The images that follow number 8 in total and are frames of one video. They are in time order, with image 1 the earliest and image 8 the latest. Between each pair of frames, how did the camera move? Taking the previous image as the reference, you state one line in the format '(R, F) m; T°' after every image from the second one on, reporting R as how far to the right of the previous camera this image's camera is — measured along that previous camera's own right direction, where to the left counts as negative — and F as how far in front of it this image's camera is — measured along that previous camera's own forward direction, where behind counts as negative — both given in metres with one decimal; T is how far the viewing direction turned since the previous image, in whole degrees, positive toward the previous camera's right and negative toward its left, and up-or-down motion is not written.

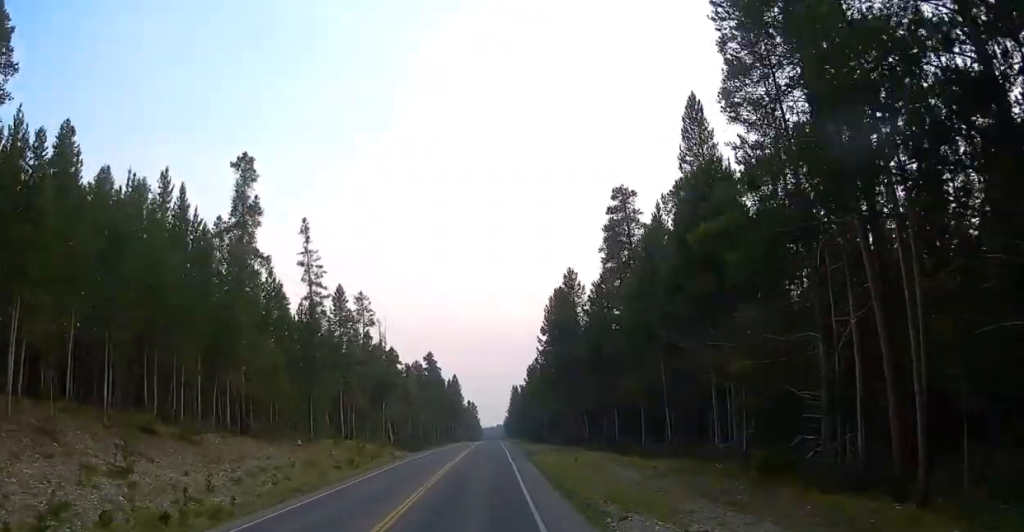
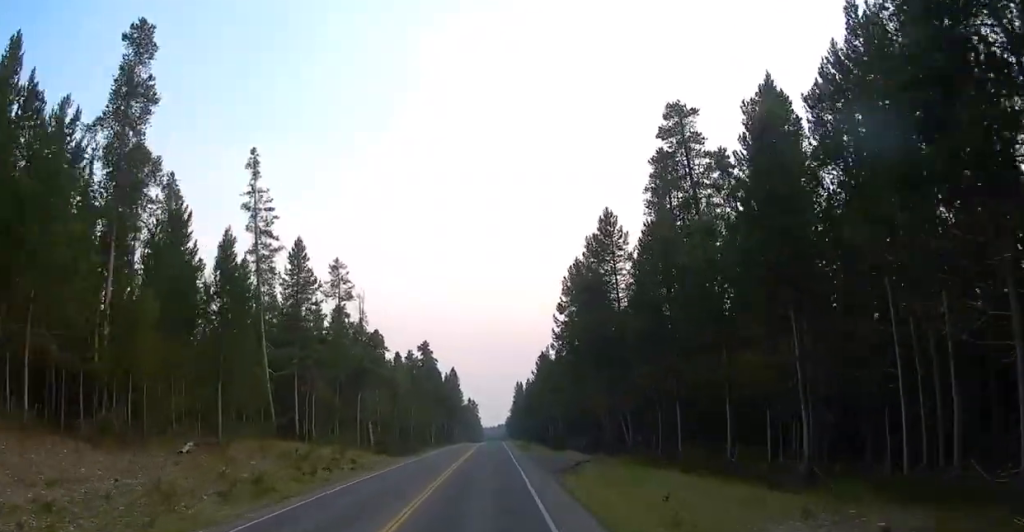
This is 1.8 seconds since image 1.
(-0.5, +19.4) m; -1°
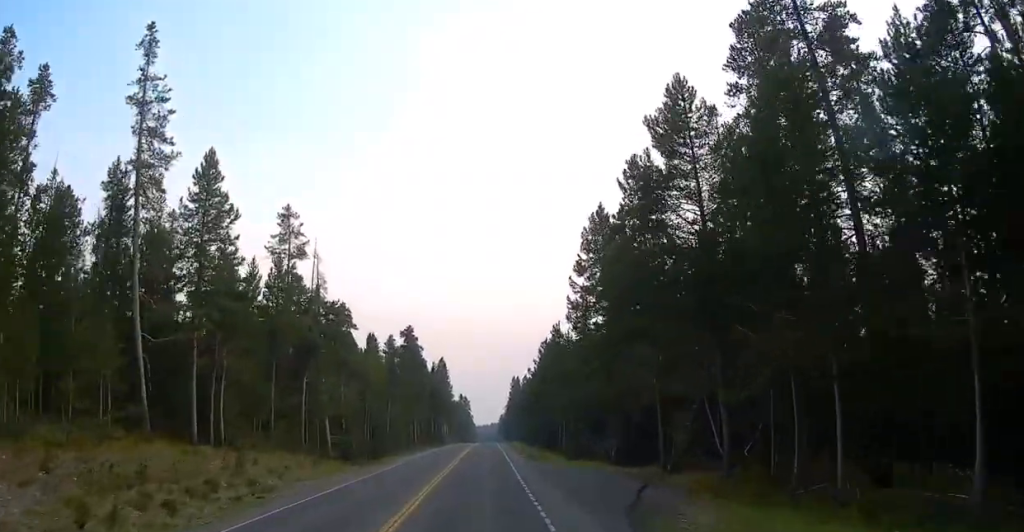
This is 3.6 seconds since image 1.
(+0.3, +19.1) m; 0°
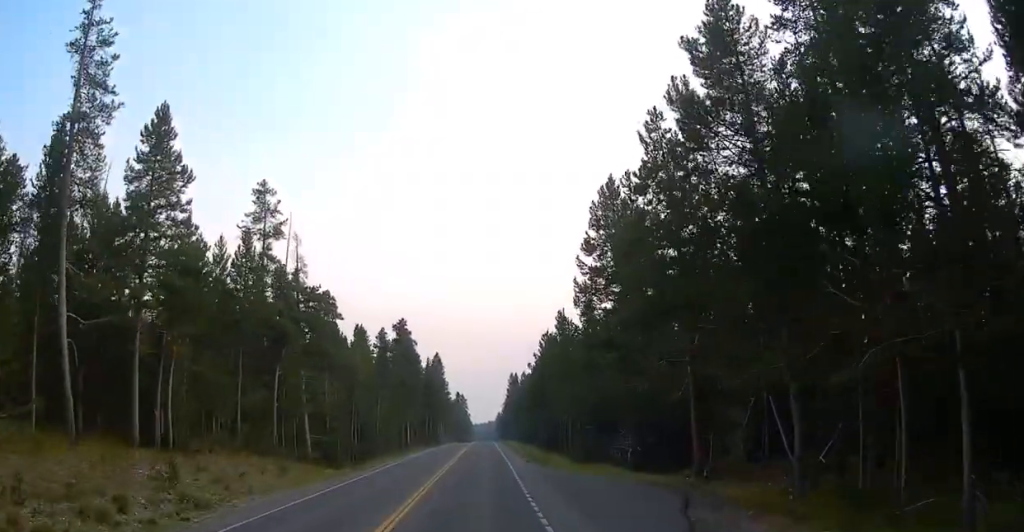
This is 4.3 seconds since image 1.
(-0.3, +6.6) m; 0°
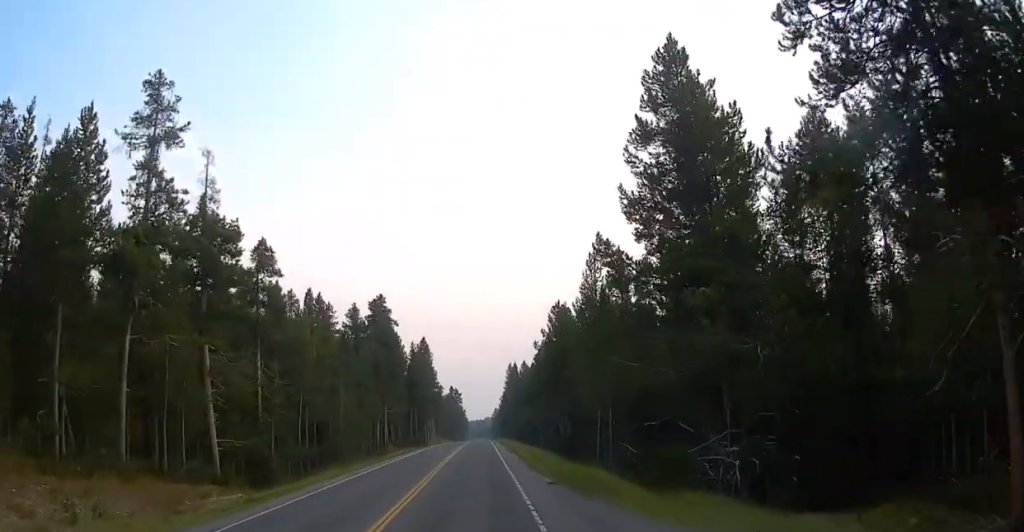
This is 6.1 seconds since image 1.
(+0.7, +21.1) m; +3°
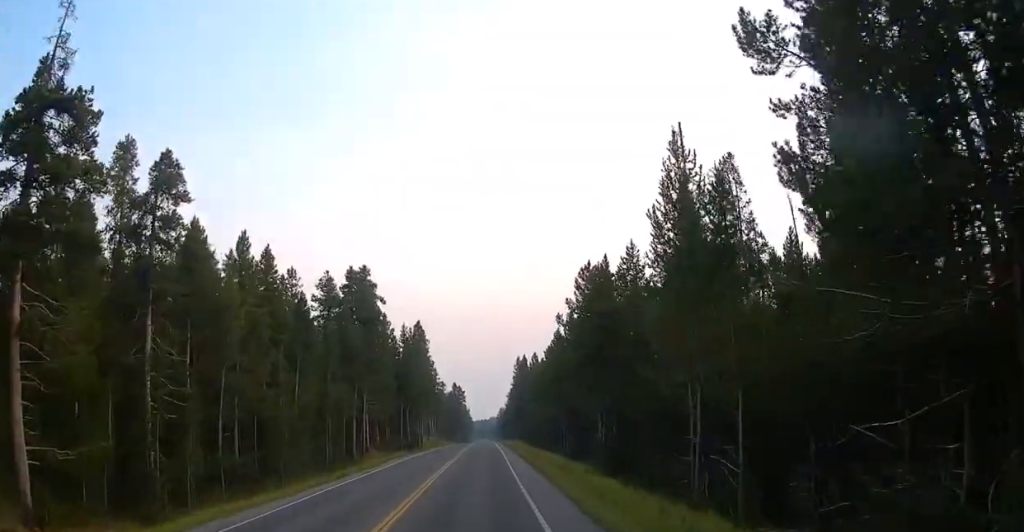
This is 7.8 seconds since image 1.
(0.0, +18.1) m; 0°
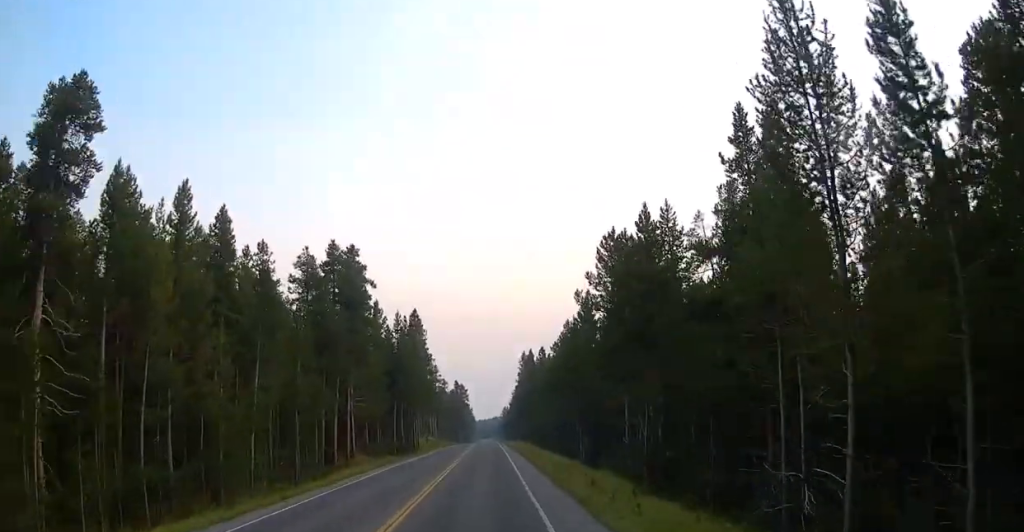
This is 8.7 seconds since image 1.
(0.0, +9.2) m; 0°
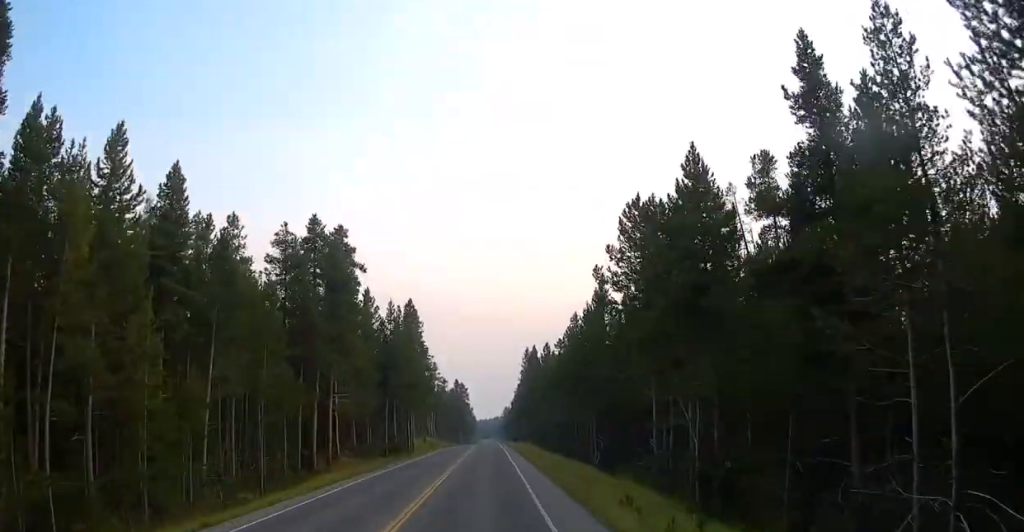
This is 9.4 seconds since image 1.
(0.0, +7.1) m; 0°
